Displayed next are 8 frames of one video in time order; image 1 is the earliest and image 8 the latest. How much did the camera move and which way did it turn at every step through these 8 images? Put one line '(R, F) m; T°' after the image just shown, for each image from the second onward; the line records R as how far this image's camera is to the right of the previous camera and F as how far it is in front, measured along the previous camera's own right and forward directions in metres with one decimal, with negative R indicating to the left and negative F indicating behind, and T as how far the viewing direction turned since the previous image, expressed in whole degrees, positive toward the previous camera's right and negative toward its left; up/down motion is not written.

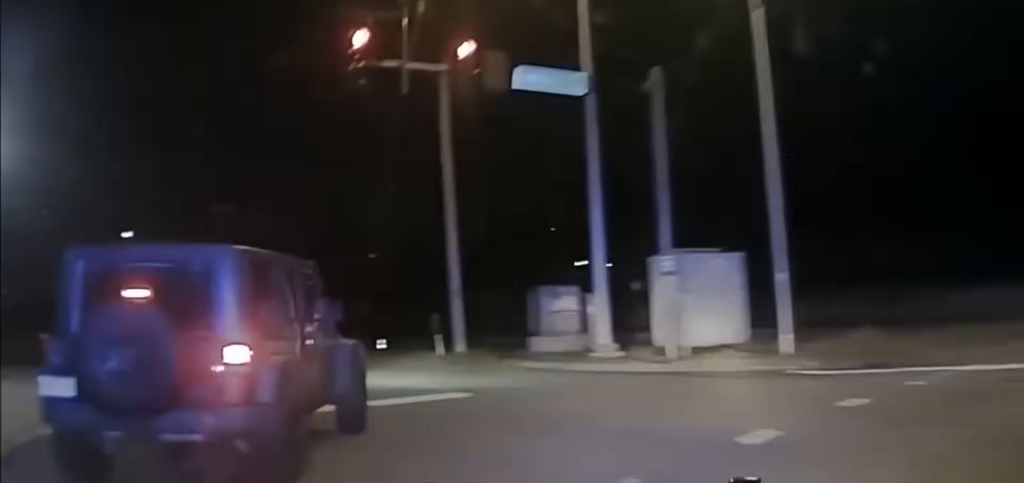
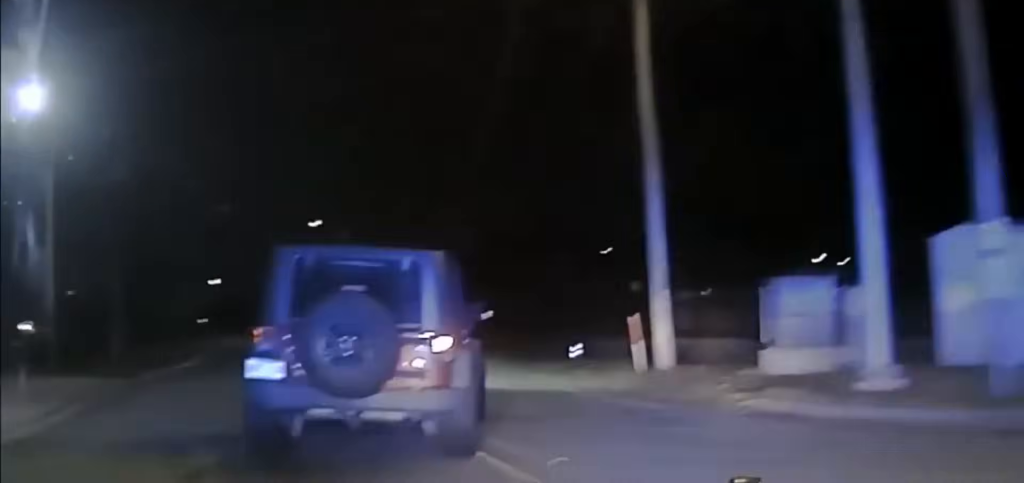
(-0.6, +7.5) m; -11°
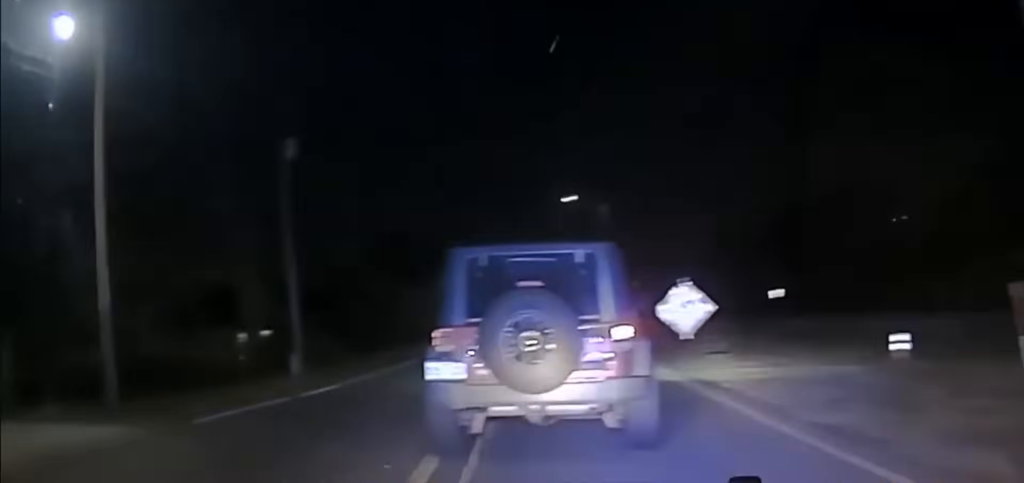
(-1.1, +8.6) m; -11°
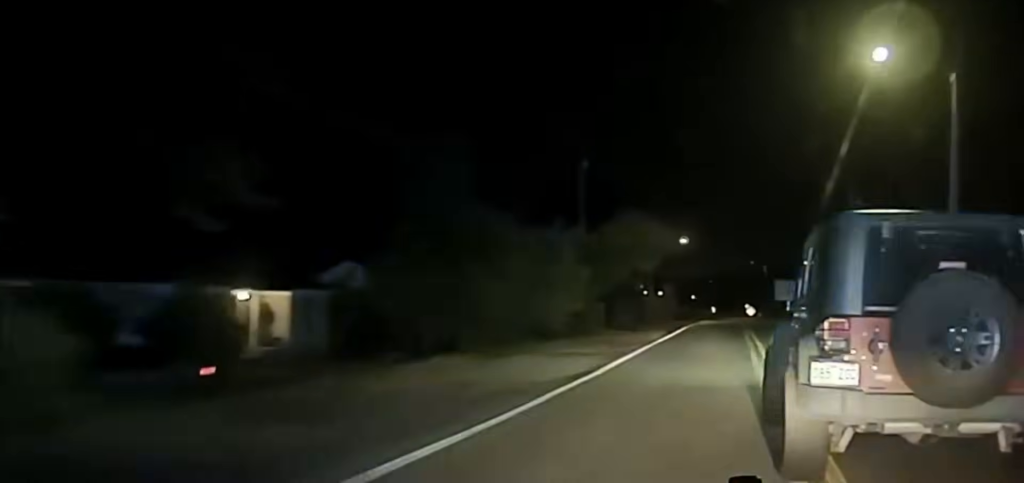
(-6.1, +31.8) m; -13°
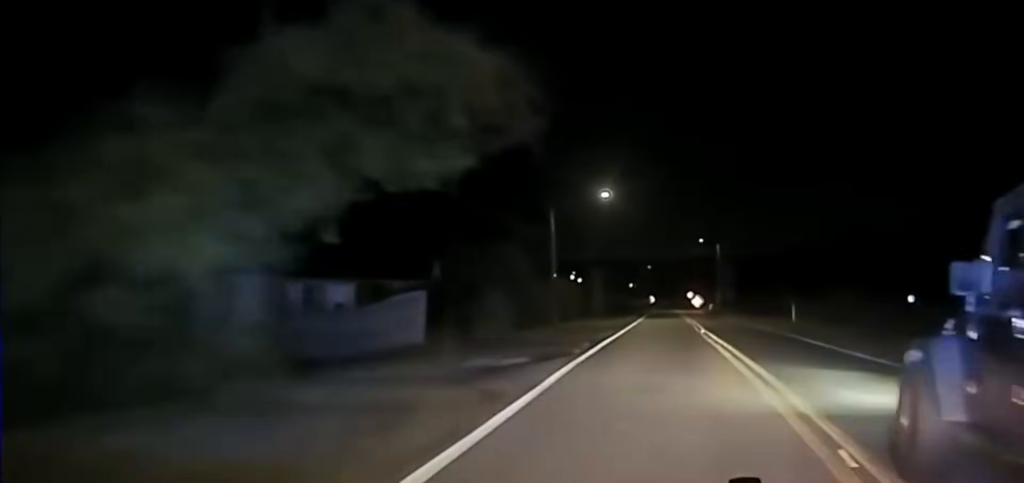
(-0.1, +40.1) m; -2°
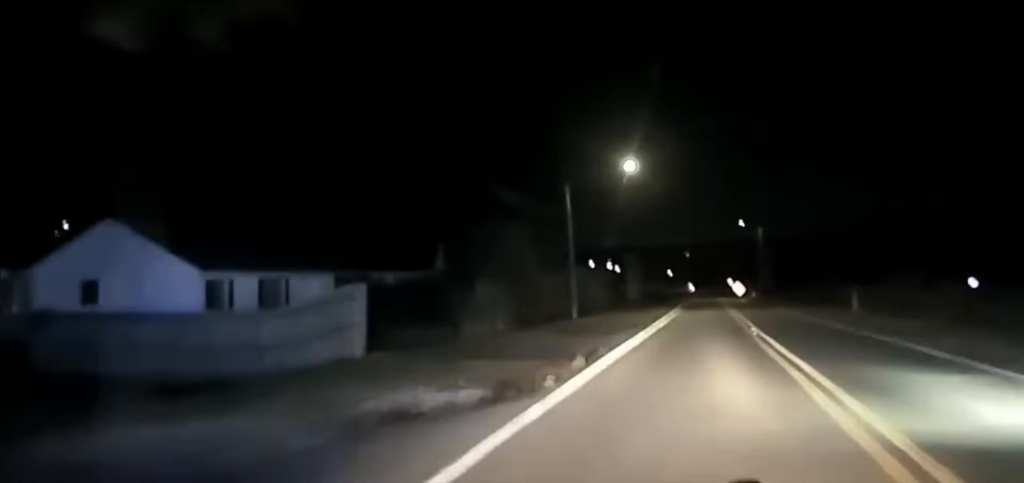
(-0.5, +10.8) m; -2°
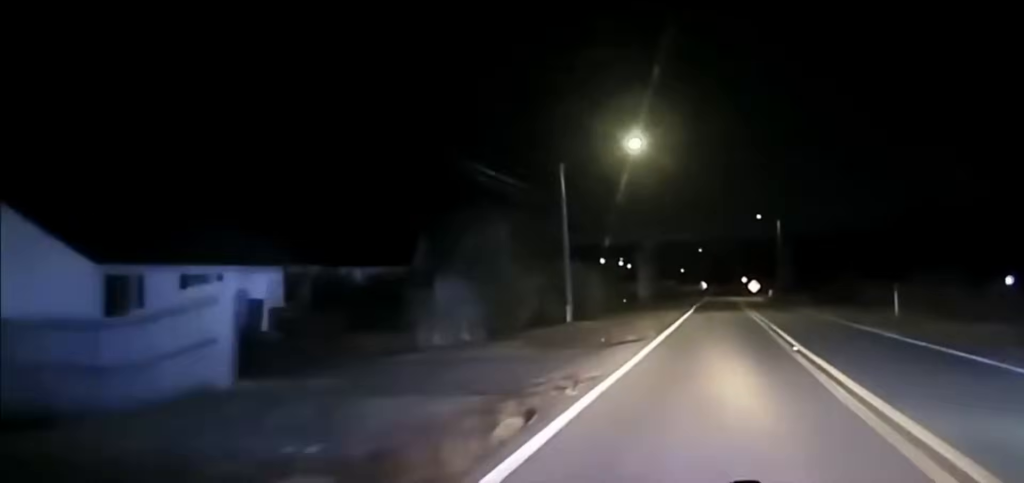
(-0.3, +10.5) m; -2°
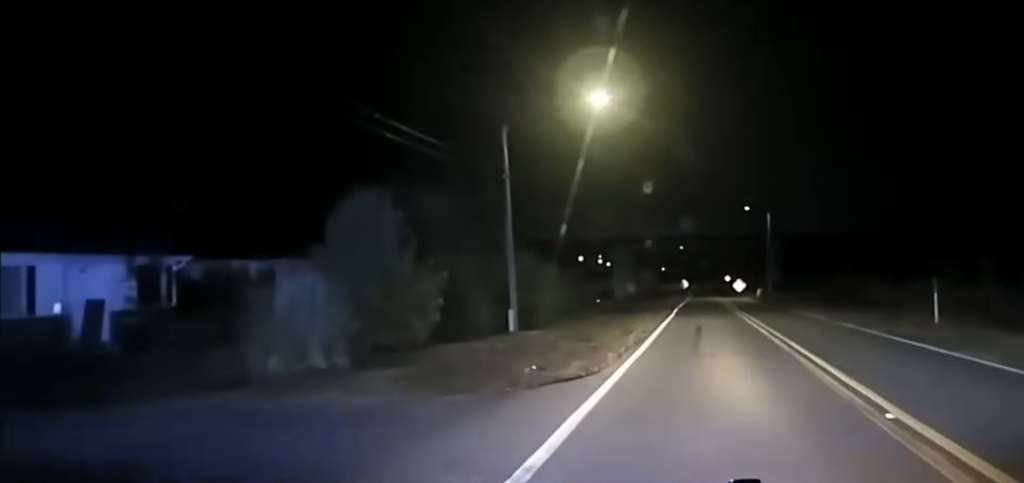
(-0.5, +17.6) m; -1°
